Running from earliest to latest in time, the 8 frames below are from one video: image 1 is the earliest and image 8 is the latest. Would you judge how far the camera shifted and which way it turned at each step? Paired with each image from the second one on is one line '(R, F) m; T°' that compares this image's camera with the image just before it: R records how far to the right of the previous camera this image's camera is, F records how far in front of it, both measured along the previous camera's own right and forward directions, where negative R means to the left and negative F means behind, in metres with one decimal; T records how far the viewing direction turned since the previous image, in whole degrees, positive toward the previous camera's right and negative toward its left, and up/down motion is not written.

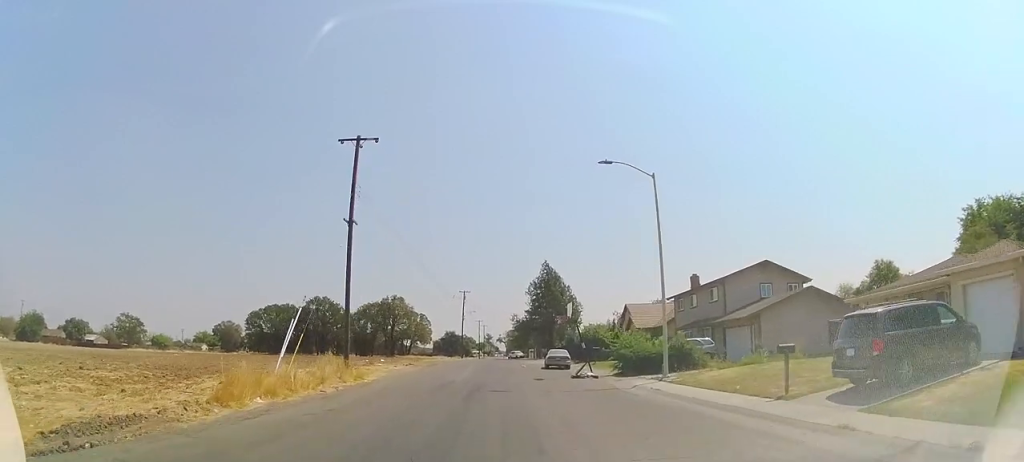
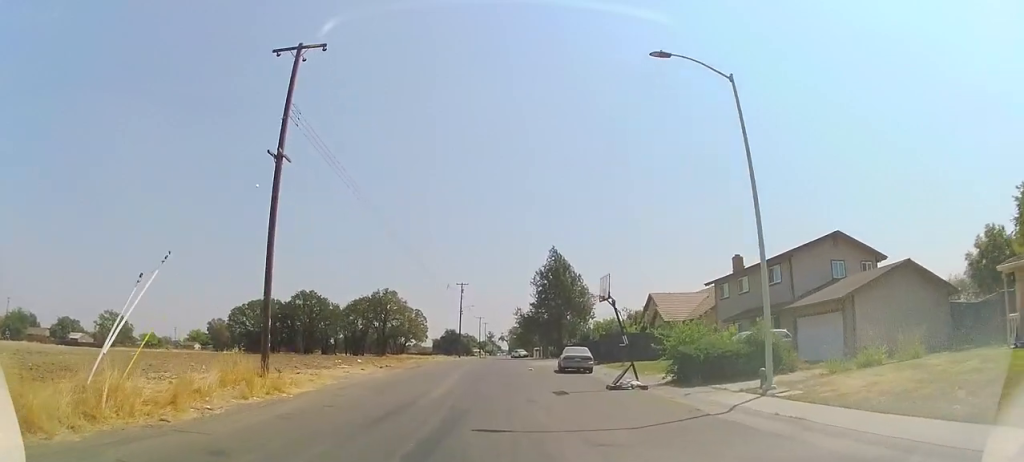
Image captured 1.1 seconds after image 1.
(0.0, +9.1) m; 0°
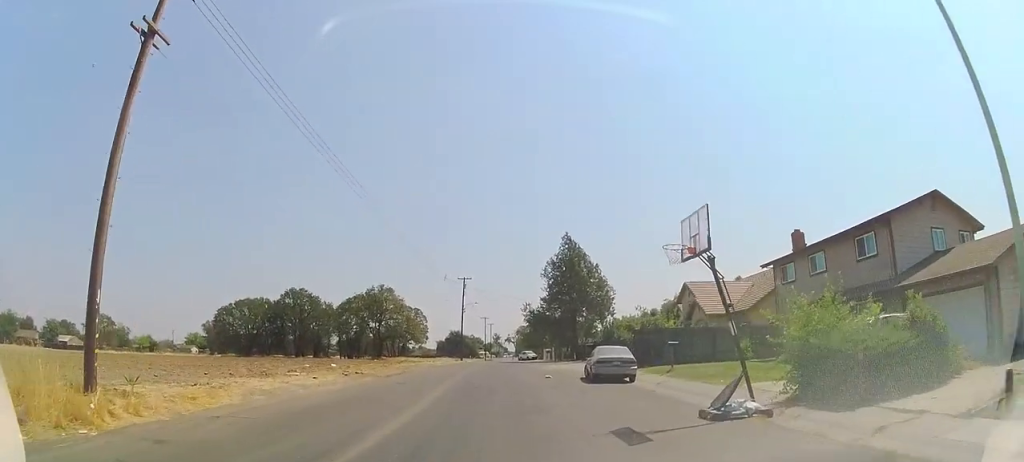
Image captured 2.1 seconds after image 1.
(0.0, +8.3) m; 0°
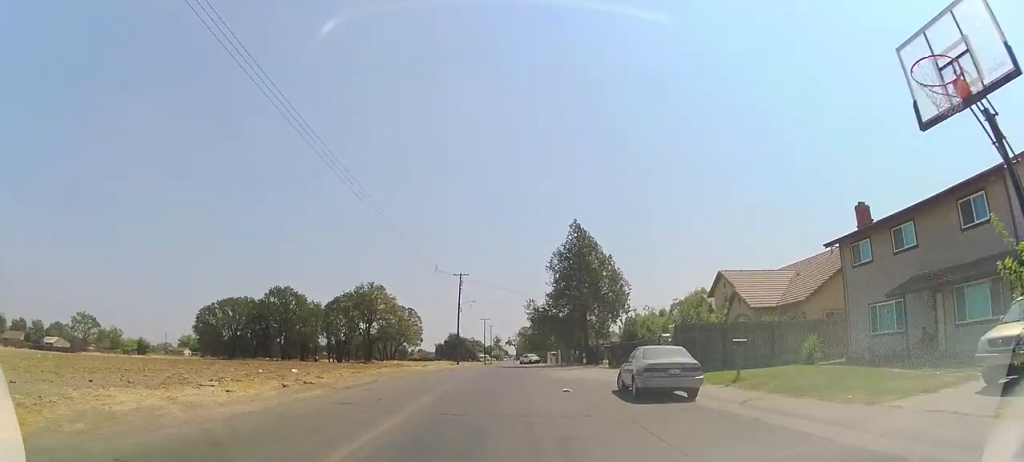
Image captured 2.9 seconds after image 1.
(0.0, +6.9) m; 0°
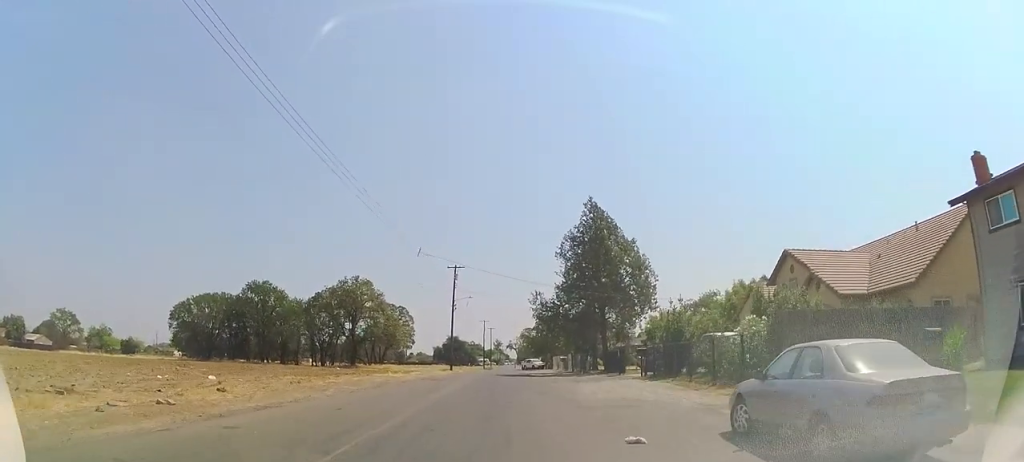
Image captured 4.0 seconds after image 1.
(0.0, +8.8) m; 0°
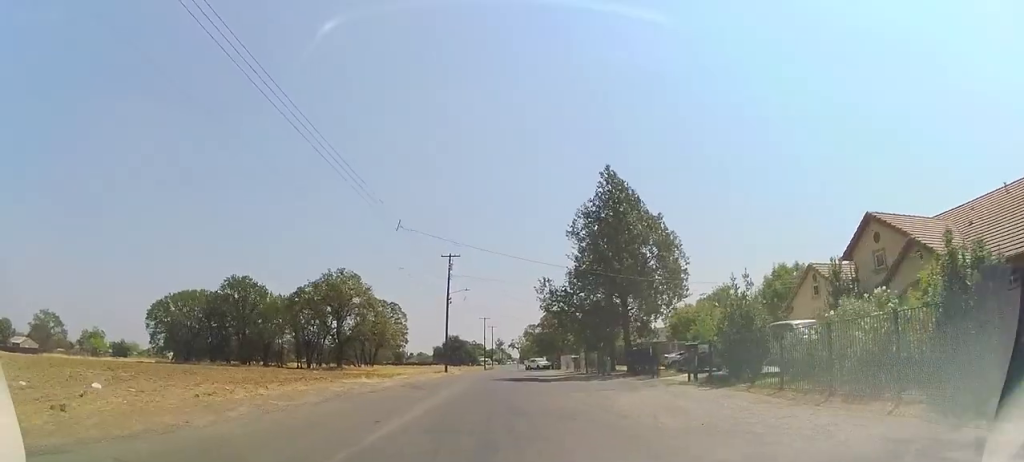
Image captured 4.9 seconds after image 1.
(0.0, +7.1) m; 0°
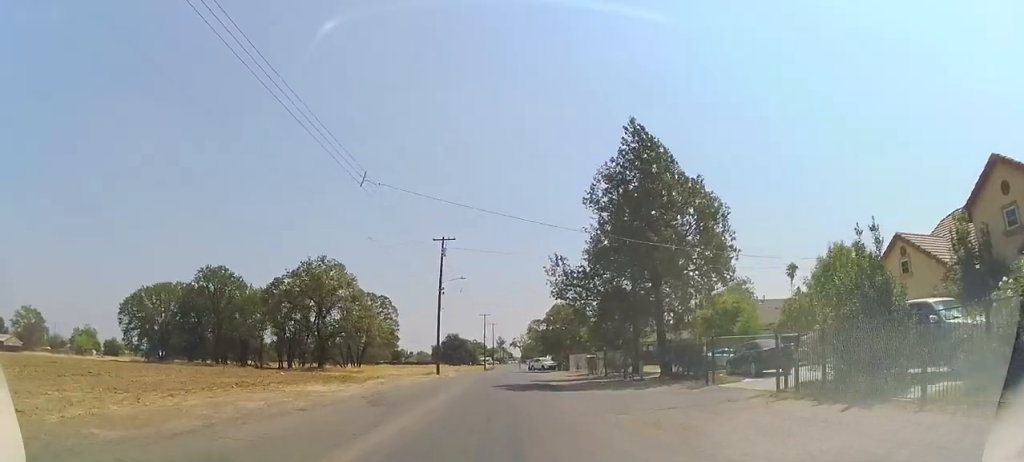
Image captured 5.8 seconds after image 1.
(0.0, +7.4) m; 0°
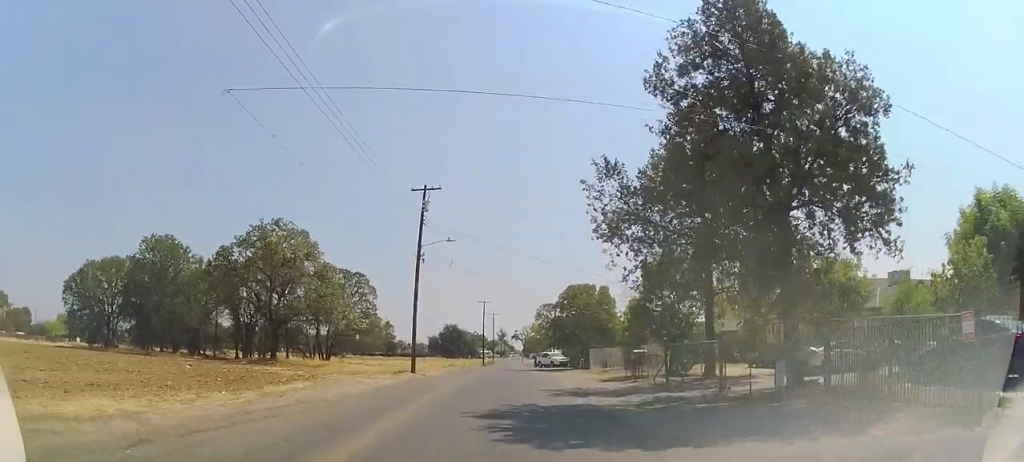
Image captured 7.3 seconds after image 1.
(0.0, +12.8) m; 0°
